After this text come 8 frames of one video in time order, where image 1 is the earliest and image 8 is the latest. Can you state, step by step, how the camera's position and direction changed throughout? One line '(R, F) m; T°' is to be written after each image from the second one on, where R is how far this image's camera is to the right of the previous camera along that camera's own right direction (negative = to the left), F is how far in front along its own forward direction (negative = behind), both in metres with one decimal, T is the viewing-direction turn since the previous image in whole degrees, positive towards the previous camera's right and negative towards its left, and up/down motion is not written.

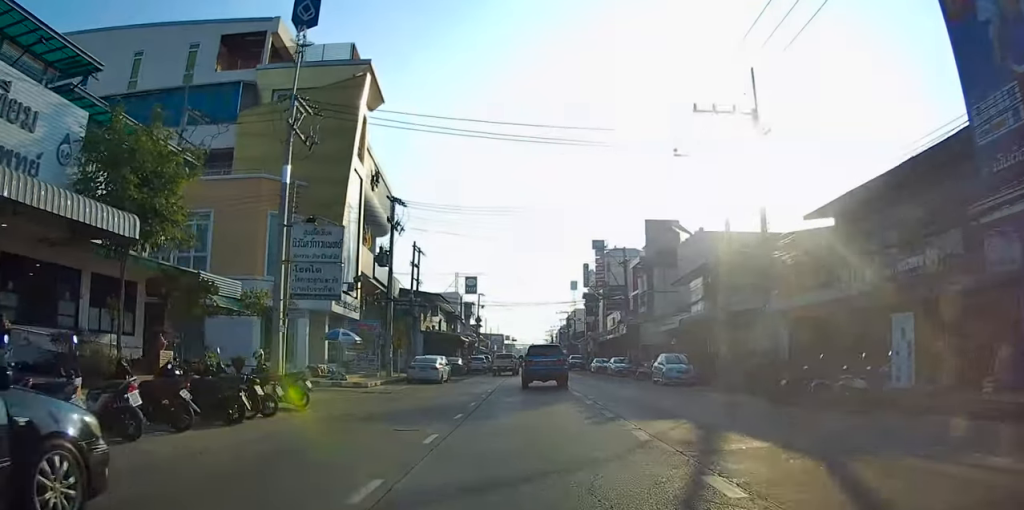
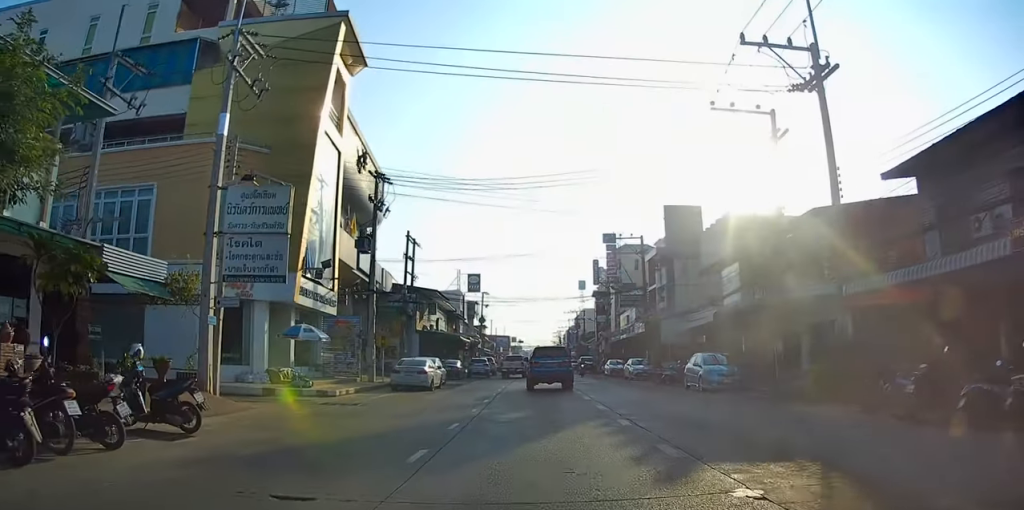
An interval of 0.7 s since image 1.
(0.0, +5.8) m; 0°
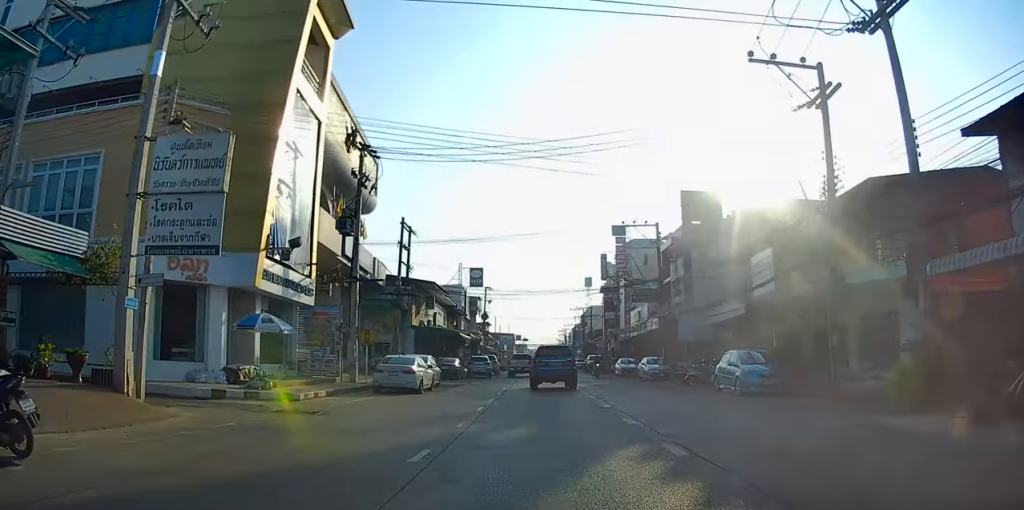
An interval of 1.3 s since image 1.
(0.0, +4.2) m; +1°
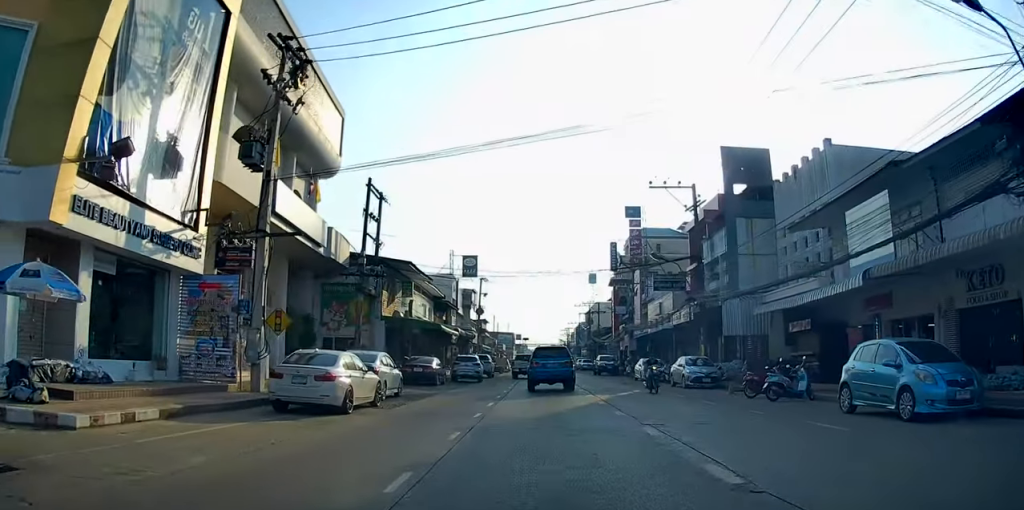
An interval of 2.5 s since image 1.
(+0.1, +10.0) m; -1°
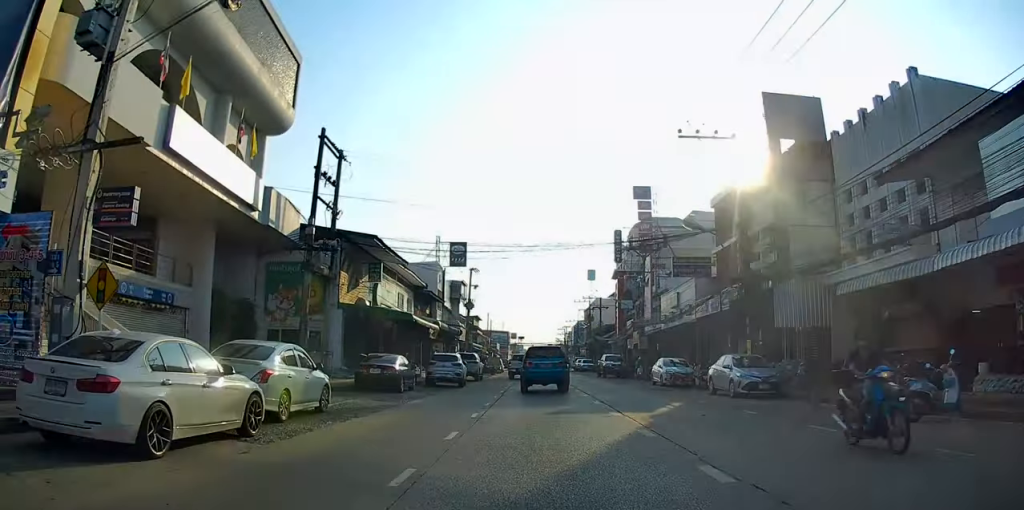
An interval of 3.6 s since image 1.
(-0.1, +7.9) m; -3°
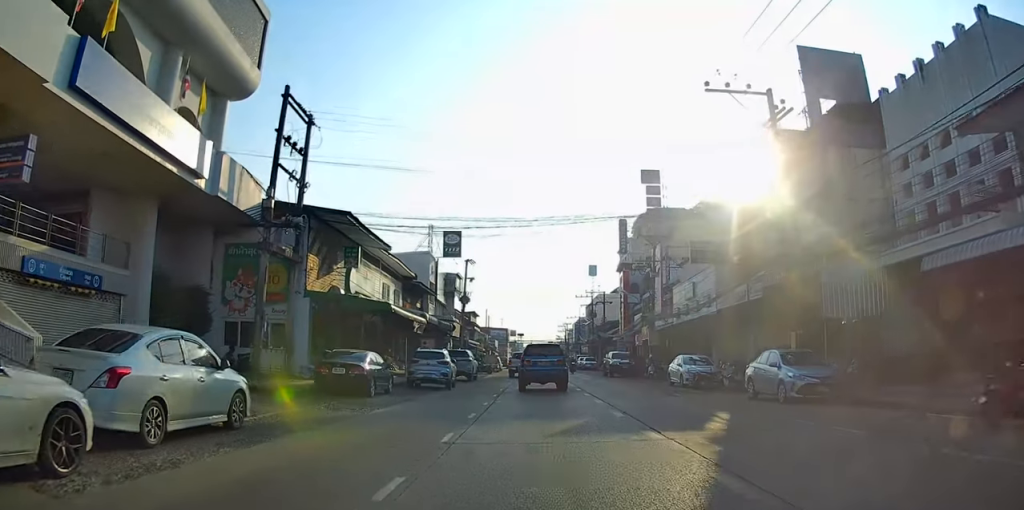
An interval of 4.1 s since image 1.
(-0.2, +4.2) m; -1°
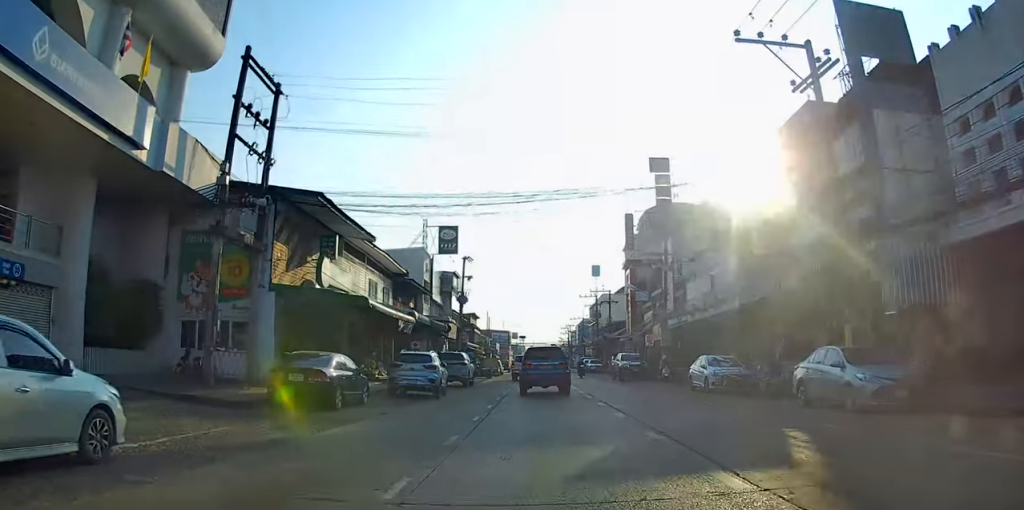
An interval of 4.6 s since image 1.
(0.0, +3.7) m; 0°
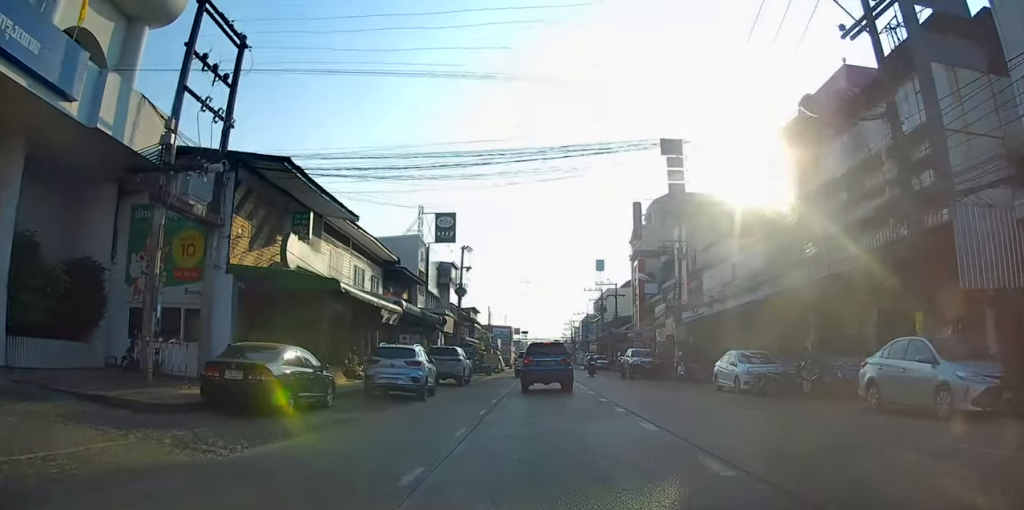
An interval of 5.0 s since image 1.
(0.0, +3.2) m; 0°
